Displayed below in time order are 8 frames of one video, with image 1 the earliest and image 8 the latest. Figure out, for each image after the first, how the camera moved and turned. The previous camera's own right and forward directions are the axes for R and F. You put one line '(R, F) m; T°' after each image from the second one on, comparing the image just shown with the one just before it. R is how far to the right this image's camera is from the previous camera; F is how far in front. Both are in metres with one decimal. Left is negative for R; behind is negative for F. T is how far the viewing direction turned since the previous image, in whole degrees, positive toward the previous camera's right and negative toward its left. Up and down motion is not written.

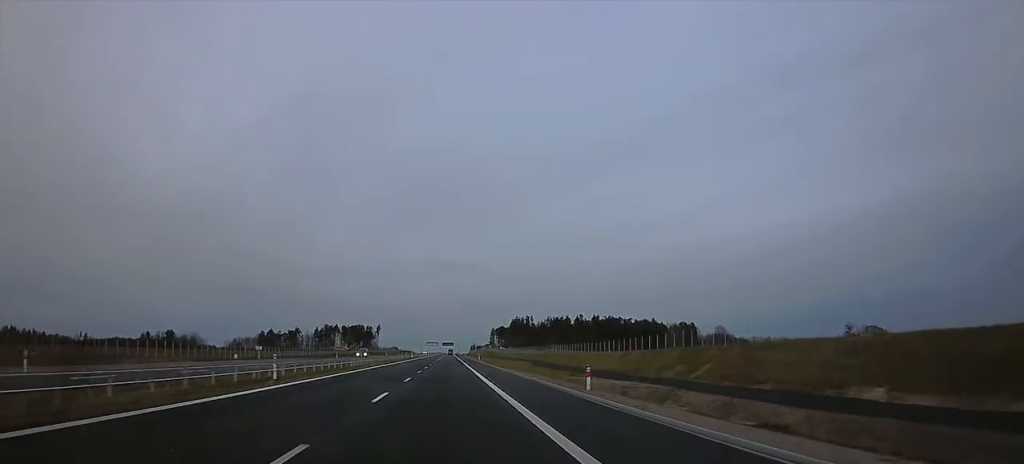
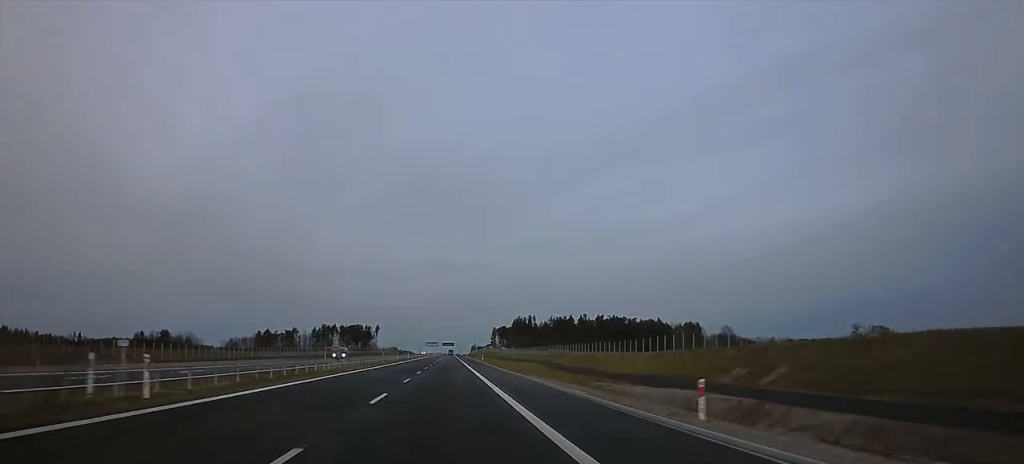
(0.0, +12.4) m; 0°
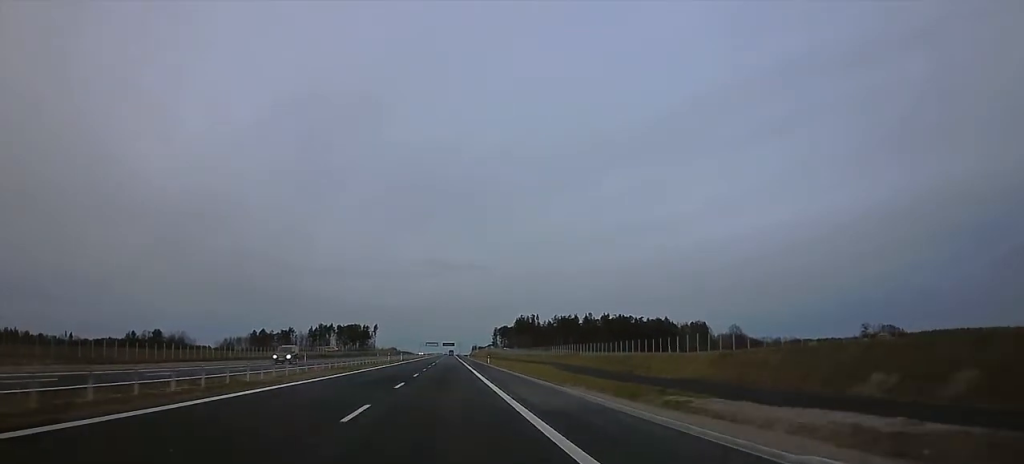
(0.0, +16.5) m; 0°
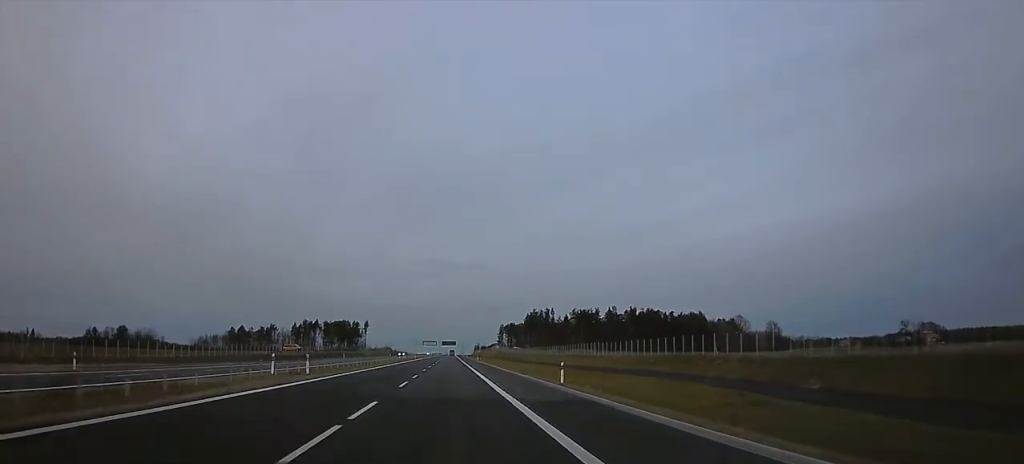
(+1.0, +65.0) m; +1°
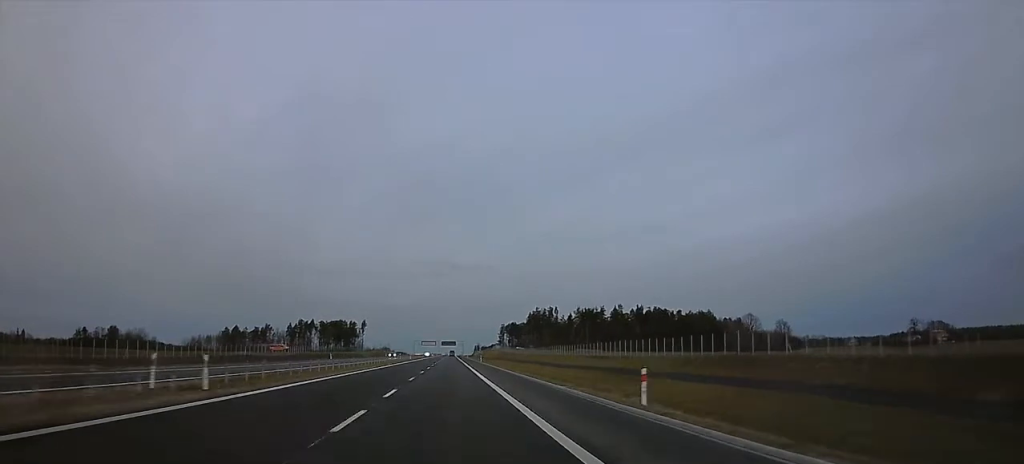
(+0.1, +14.4) m; 0°
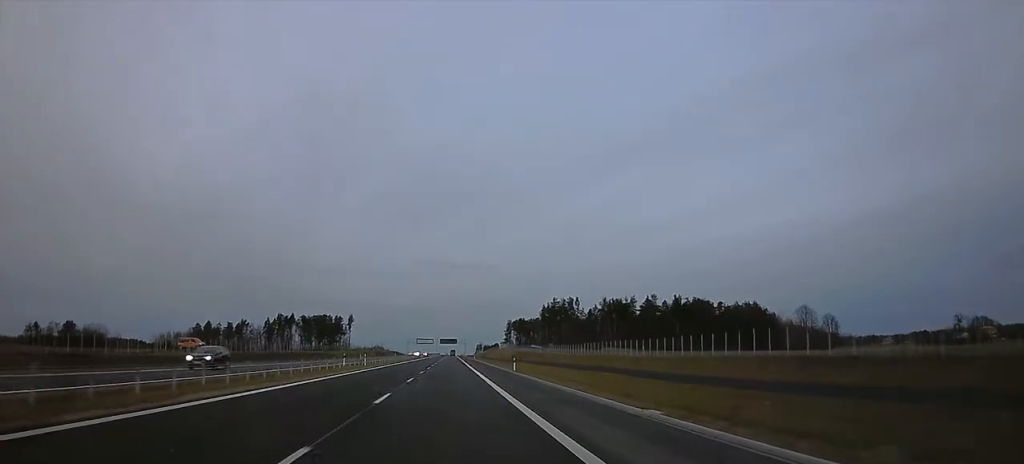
(-1.0, +62.7) m; -1°
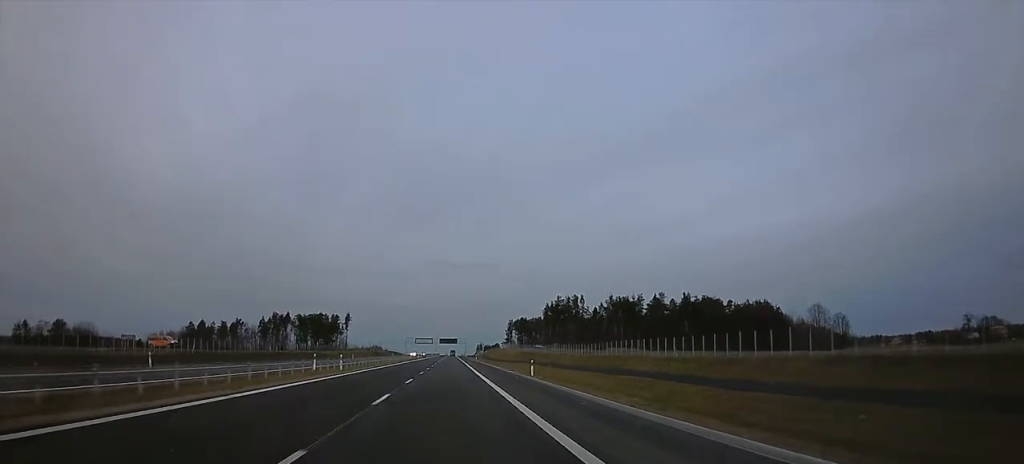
(0.0, +12.3) m; 0°
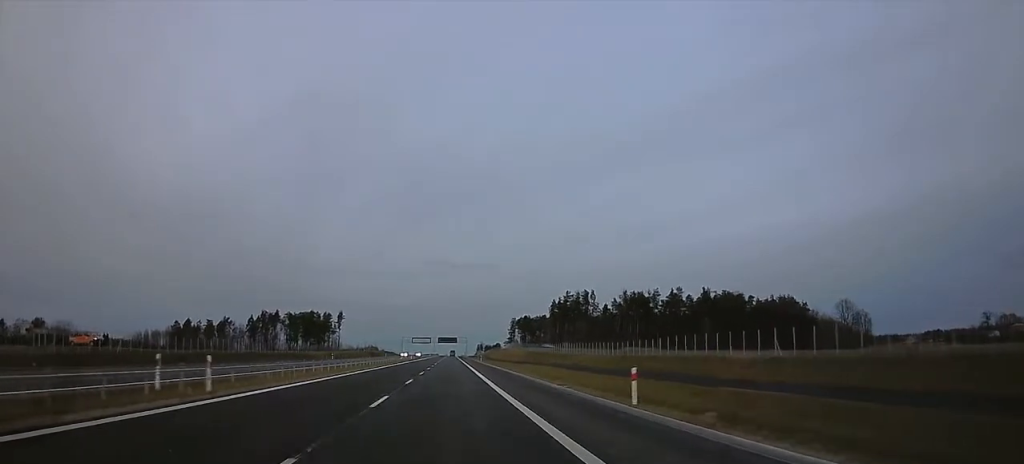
(0.0, +24.7) m; 0°
